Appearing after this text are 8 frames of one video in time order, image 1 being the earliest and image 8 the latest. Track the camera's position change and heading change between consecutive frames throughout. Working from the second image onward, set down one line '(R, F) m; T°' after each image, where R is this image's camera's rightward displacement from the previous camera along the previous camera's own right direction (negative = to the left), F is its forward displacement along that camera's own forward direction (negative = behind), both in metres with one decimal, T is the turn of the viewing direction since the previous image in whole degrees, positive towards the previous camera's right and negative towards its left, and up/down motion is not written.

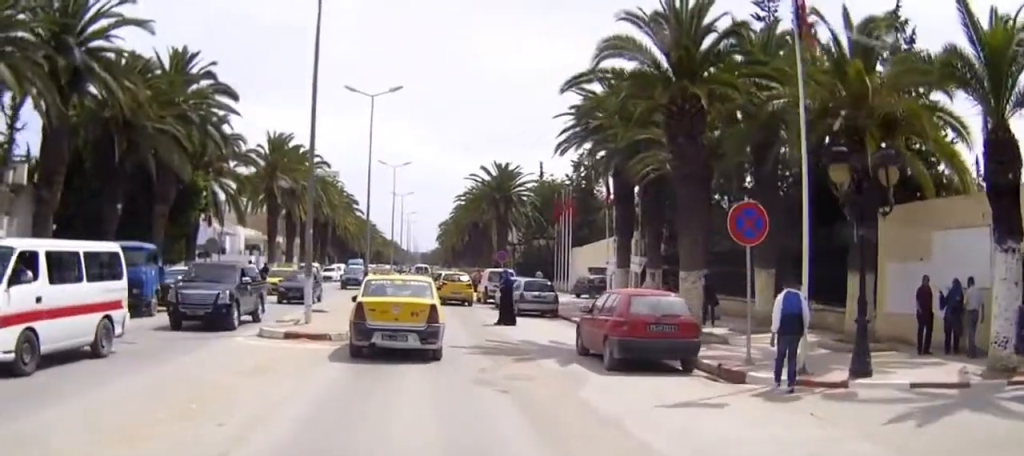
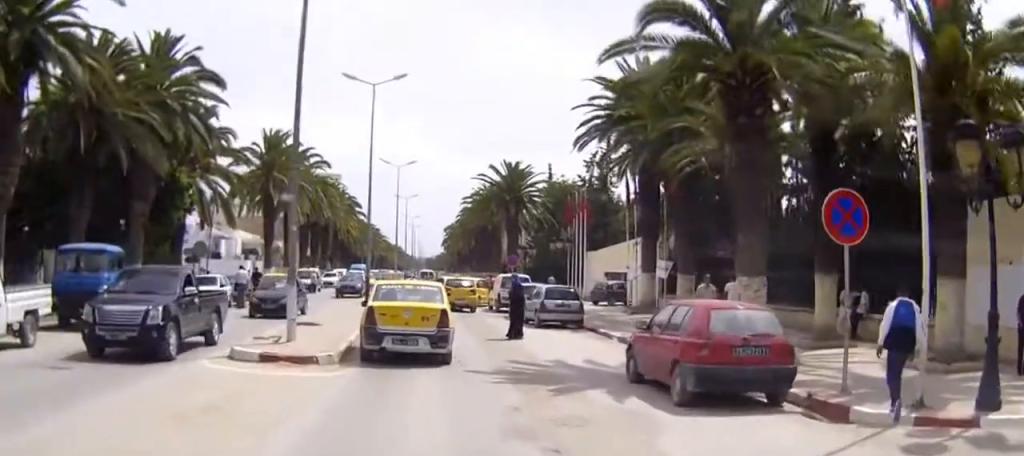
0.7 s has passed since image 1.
(0.0, +4.0) m; 0°
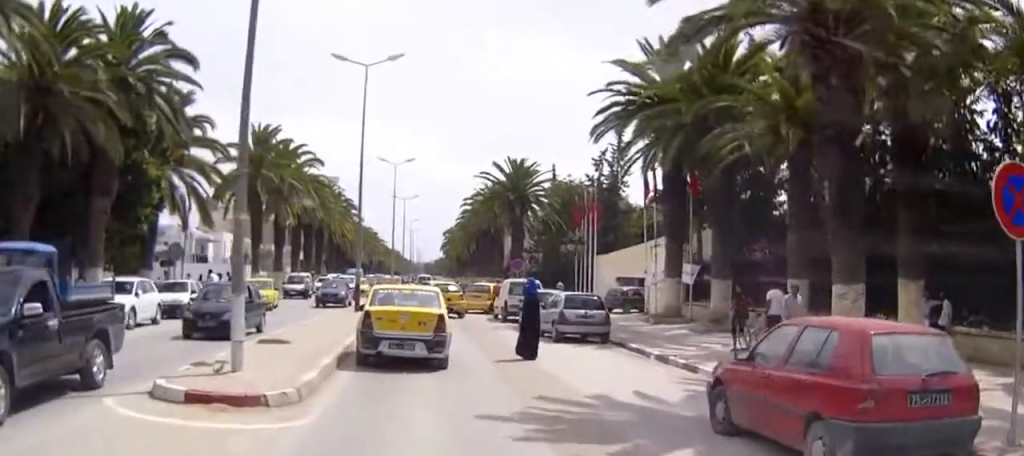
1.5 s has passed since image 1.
(0.0, +4.7) m; 0°
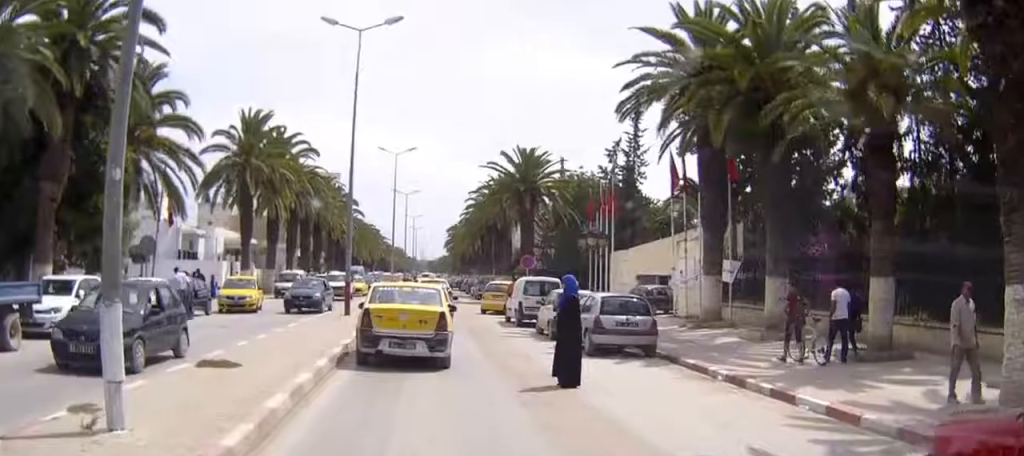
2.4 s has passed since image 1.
(0.0, +5.0) m; -1°
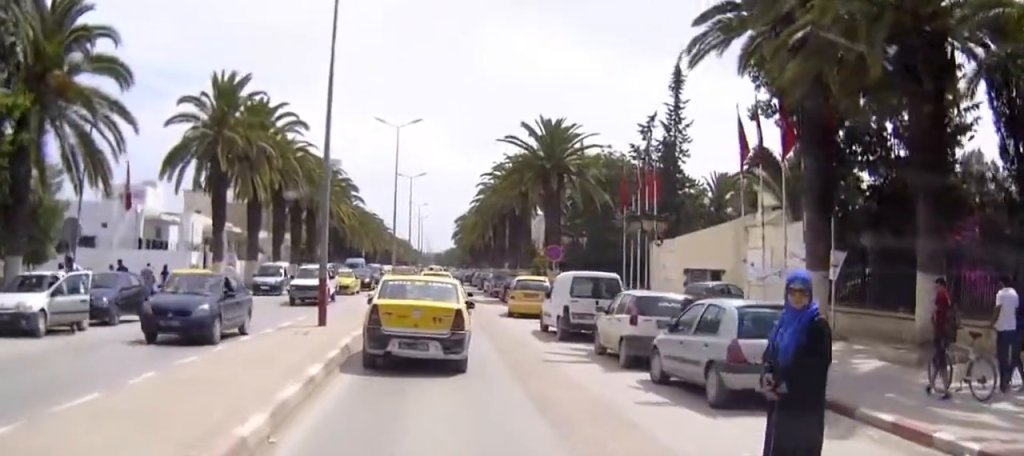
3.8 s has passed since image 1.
(-0.1, +7.9) m; +1°
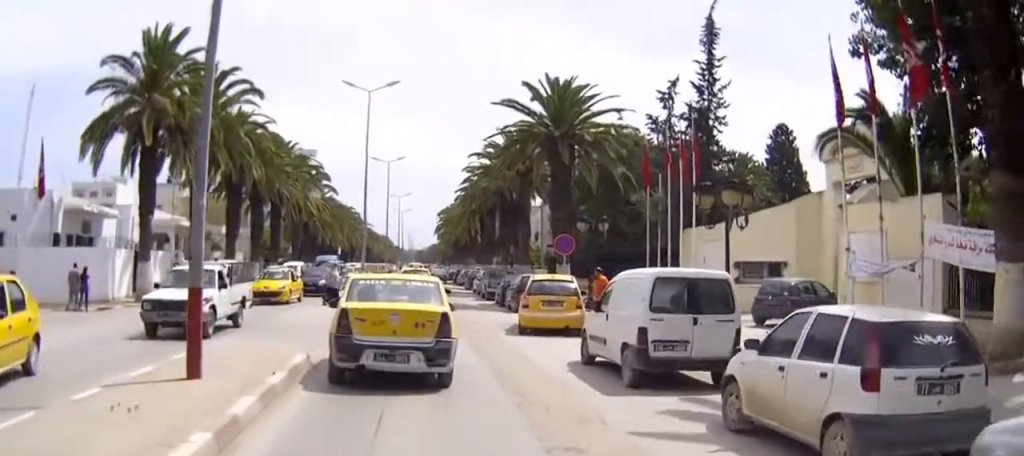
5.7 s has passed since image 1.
(+0.3, +9.5) m; +1°
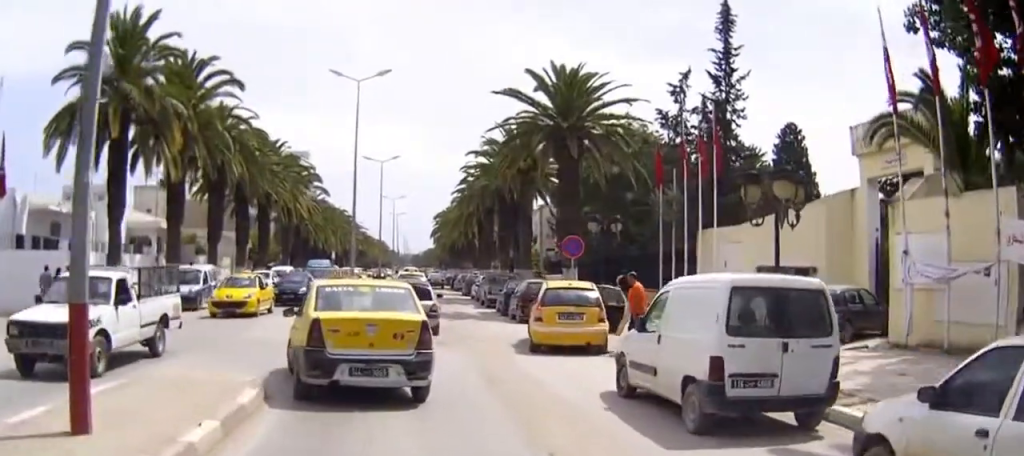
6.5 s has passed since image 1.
(-0.1, +3.7) m; 0°
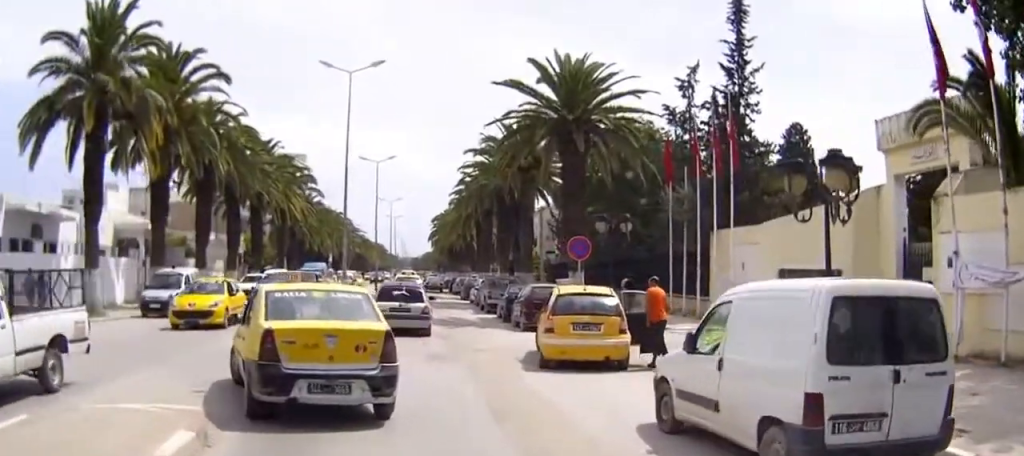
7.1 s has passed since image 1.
(-0.1, +2.5) m; +1°
